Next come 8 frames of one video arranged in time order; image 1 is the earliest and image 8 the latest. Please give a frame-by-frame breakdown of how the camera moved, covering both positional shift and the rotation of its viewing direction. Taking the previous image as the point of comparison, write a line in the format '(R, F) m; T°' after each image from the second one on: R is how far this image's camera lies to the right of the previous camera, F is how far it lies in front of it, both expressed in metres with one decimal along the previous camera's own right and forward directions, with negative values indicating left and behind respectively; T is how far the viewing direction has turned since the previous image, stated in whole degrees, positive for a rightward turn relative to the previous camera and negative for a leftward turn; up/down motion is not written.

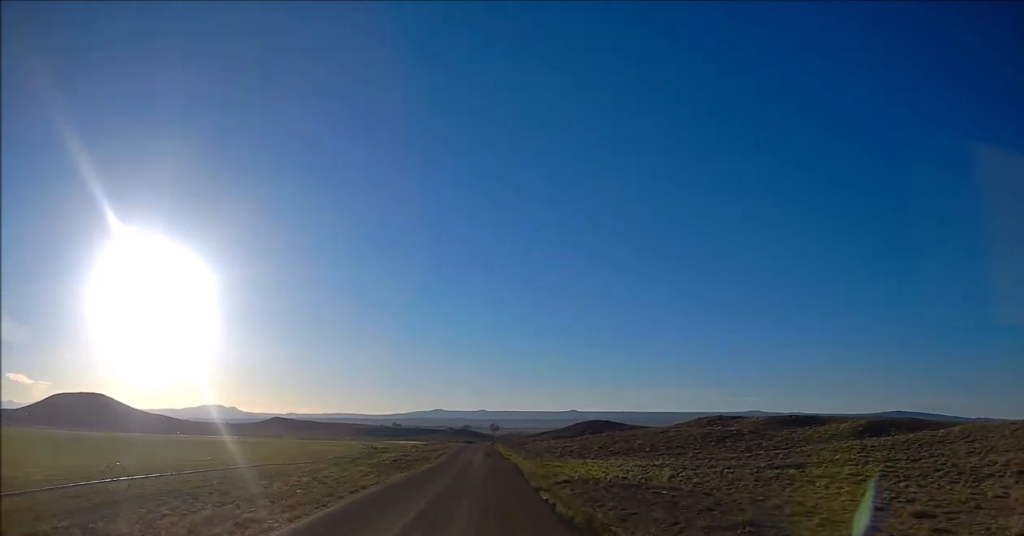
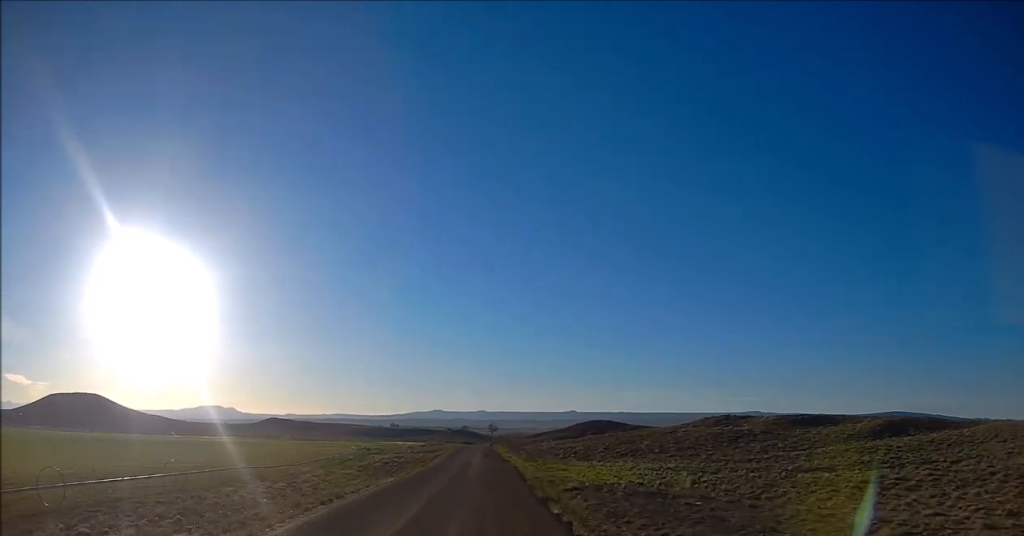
(-0.1, +5.2) m; 0°
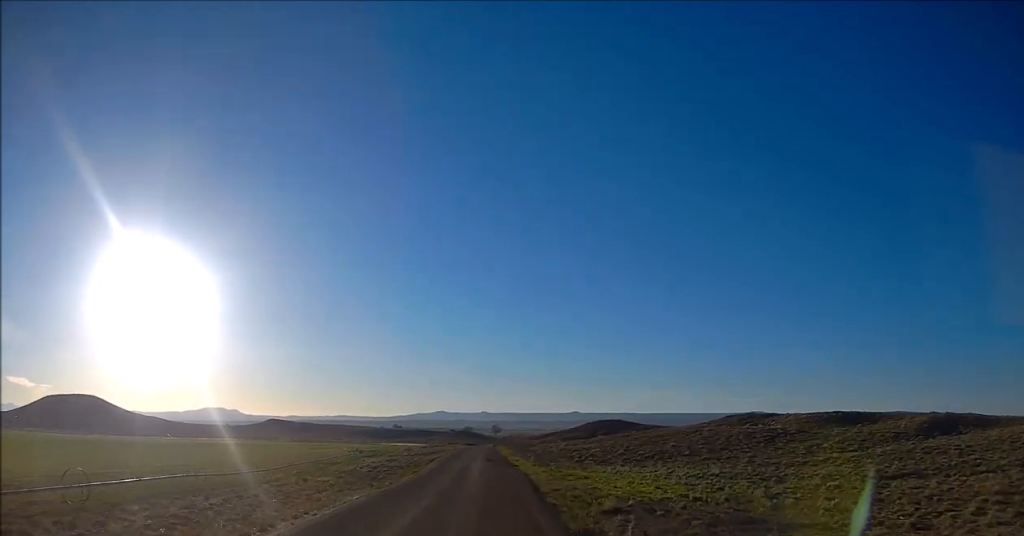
(+0.1, +10.9) m; 0°
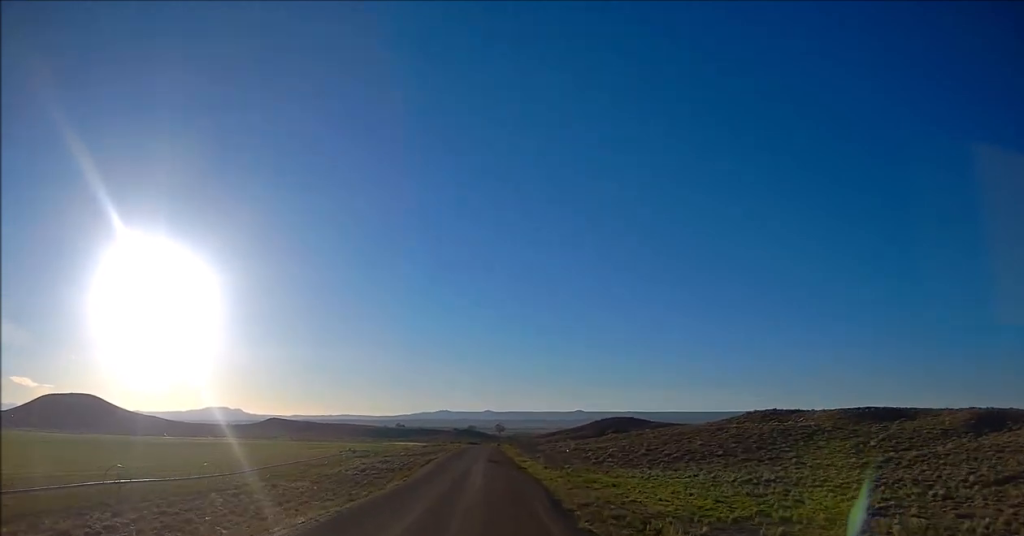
(0.0, +8.6) m; +2°
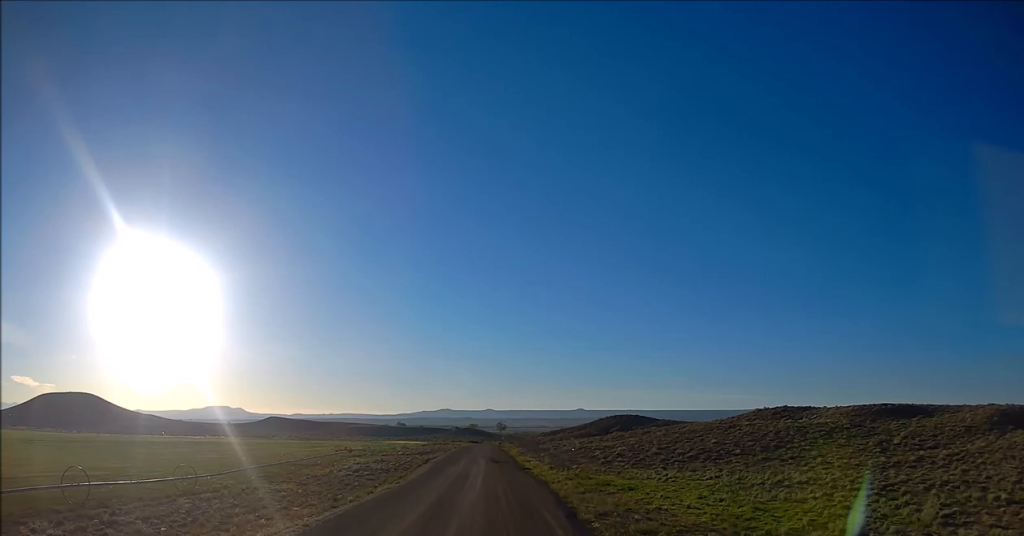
(+0.1, +3.7) m; 0°
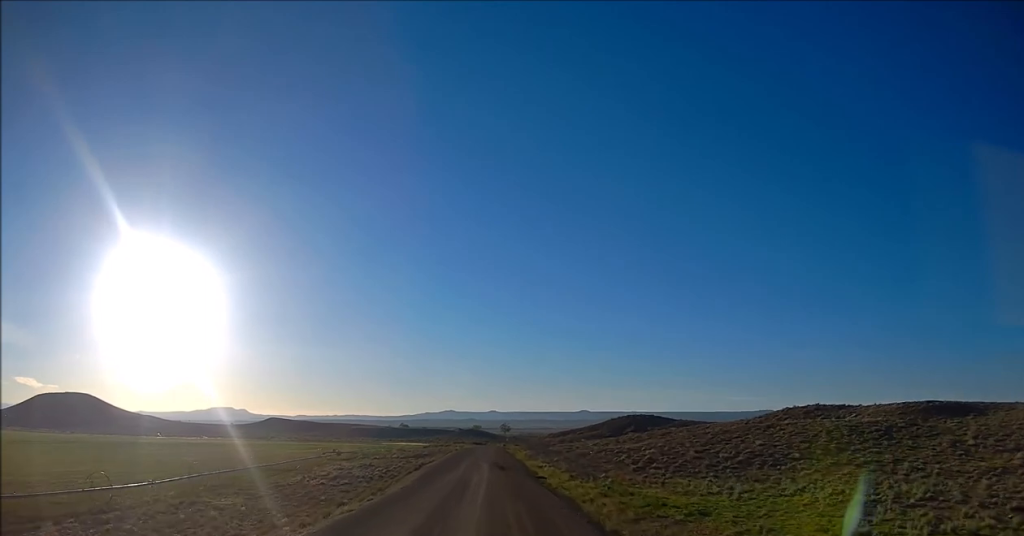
(+0.1, +9.9) m; 0°
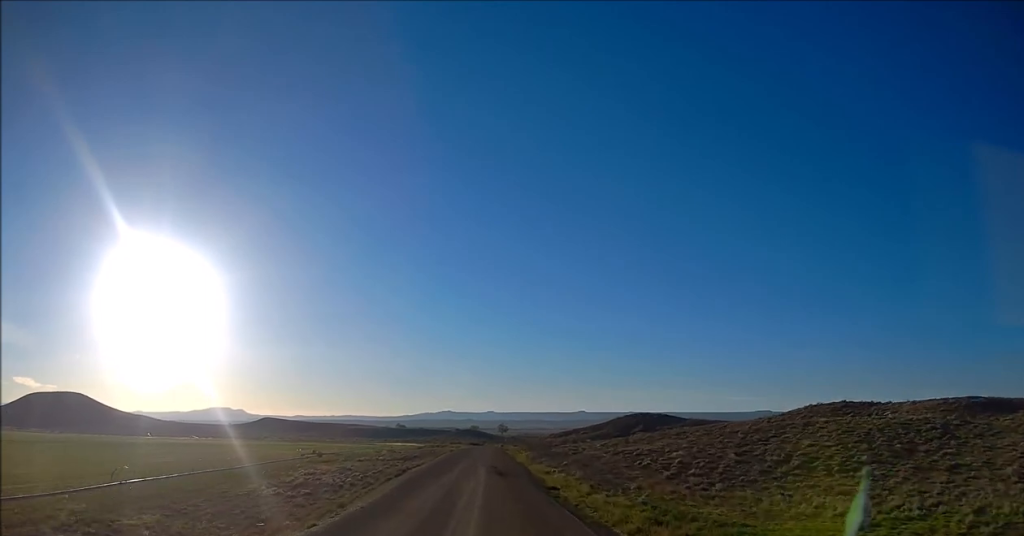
(-0.1, +9.3) m; 0°
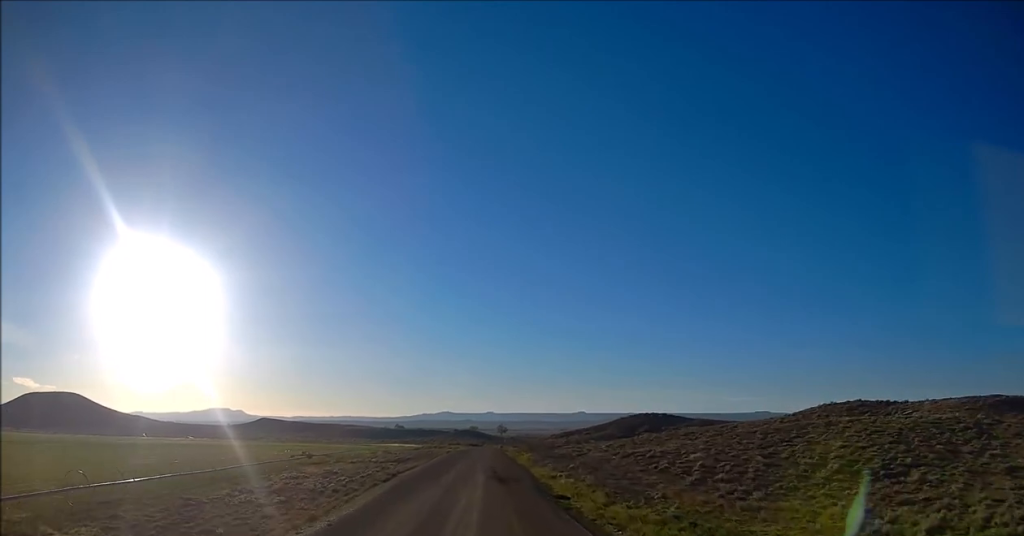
(0.0, +4.7) m; 0°
